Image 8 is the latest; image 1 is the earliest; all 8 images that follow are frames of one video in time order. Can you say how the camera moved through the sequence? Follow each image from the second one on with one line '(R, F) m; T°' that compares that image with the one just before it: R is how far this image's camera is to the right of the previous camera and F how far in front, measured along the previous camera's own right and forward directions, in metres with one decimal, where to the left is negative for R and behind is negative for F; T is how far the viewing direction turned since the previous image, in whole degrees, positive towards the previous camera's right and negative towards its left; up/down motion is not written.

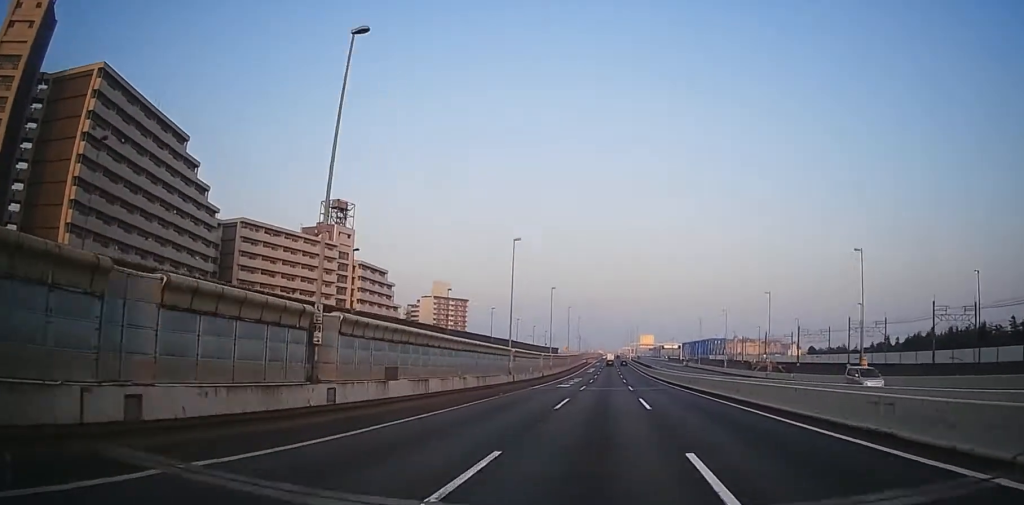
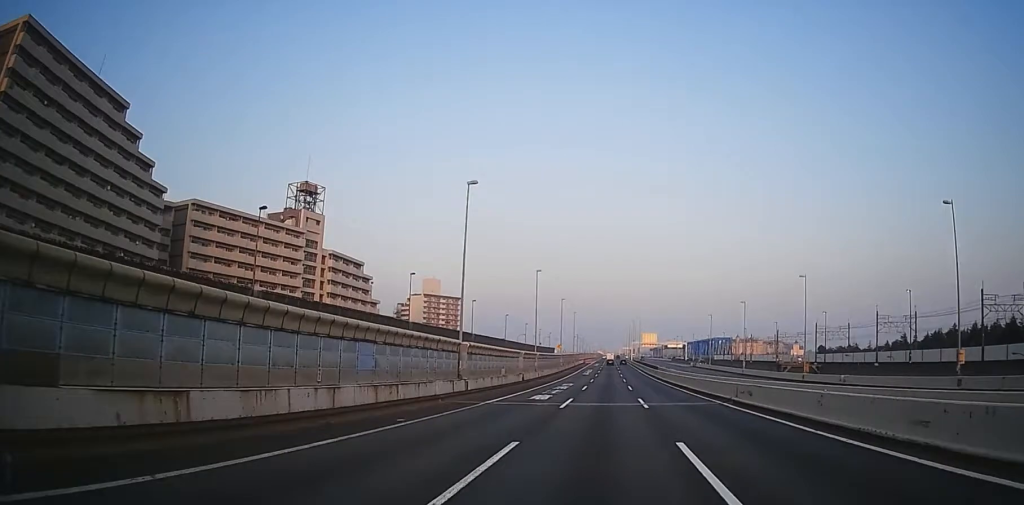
(0.0, +17.7) m; 0°
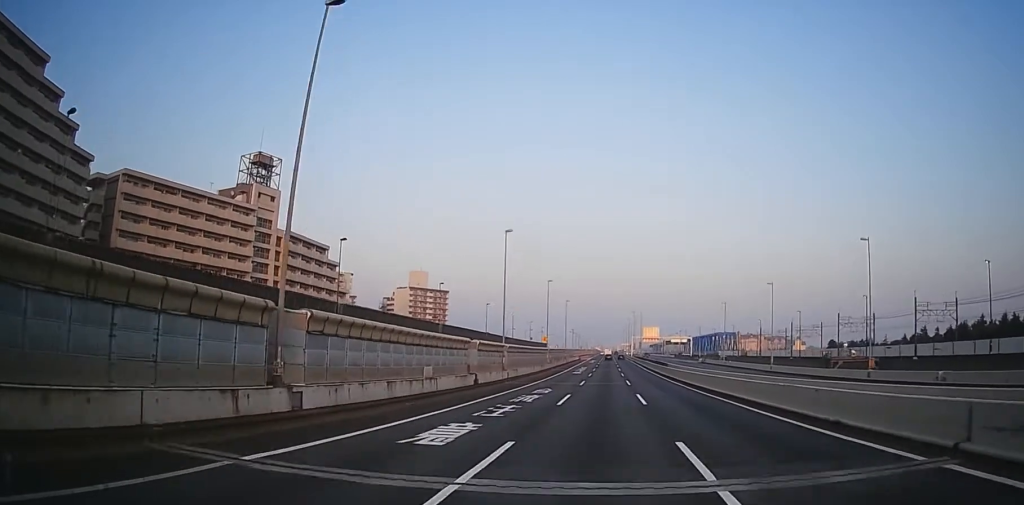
(0.0, +20.4) m; 0°
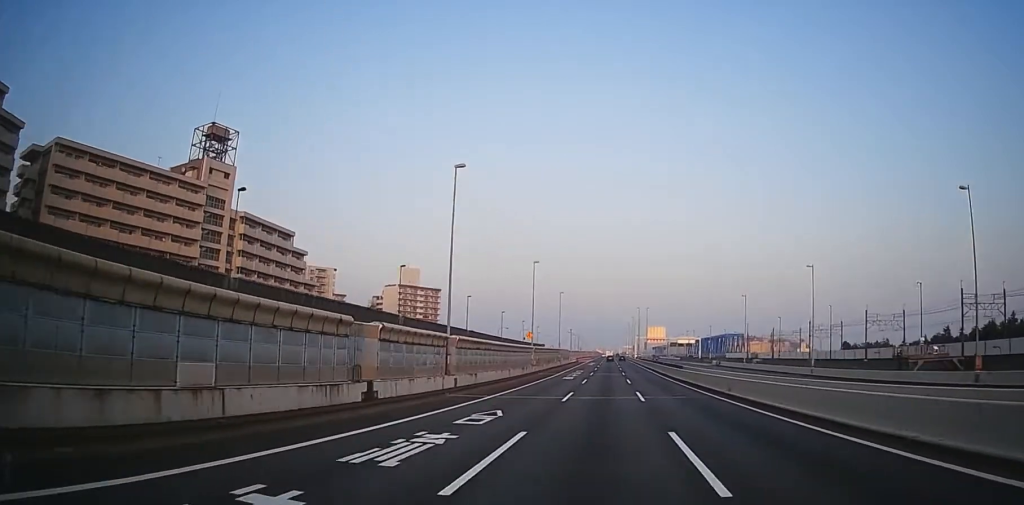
(0.0, +17.0) m; 0°
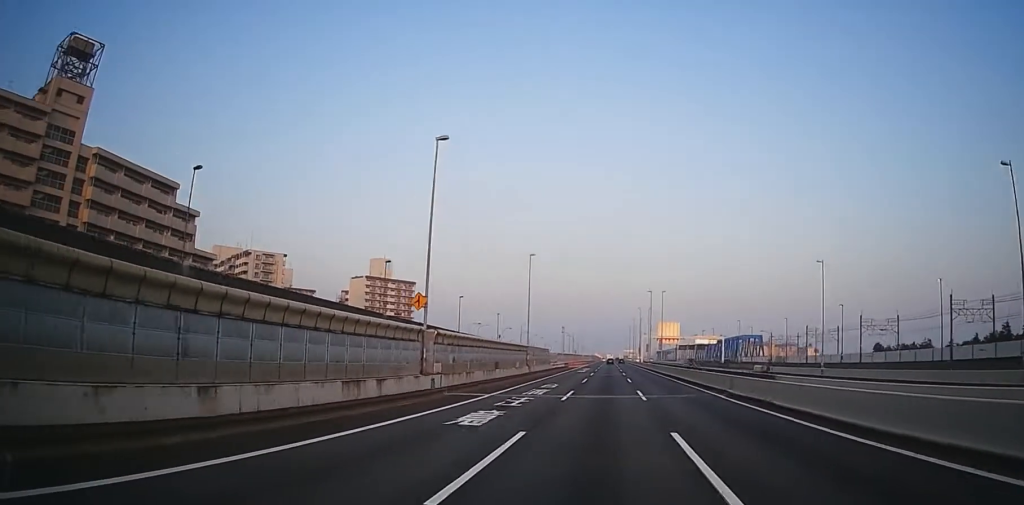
(0.0, +40.7) m; 0°
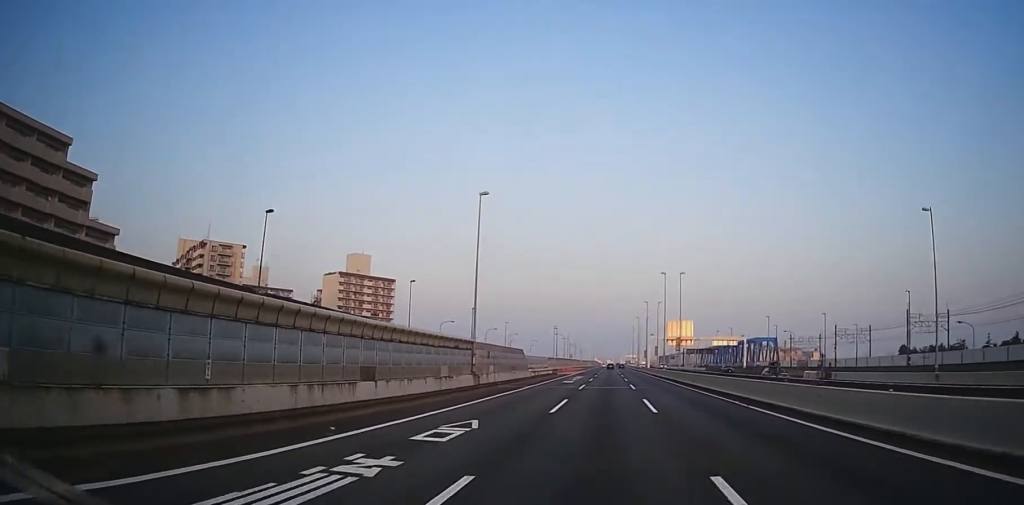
(0.0, +25.5) m; 0°
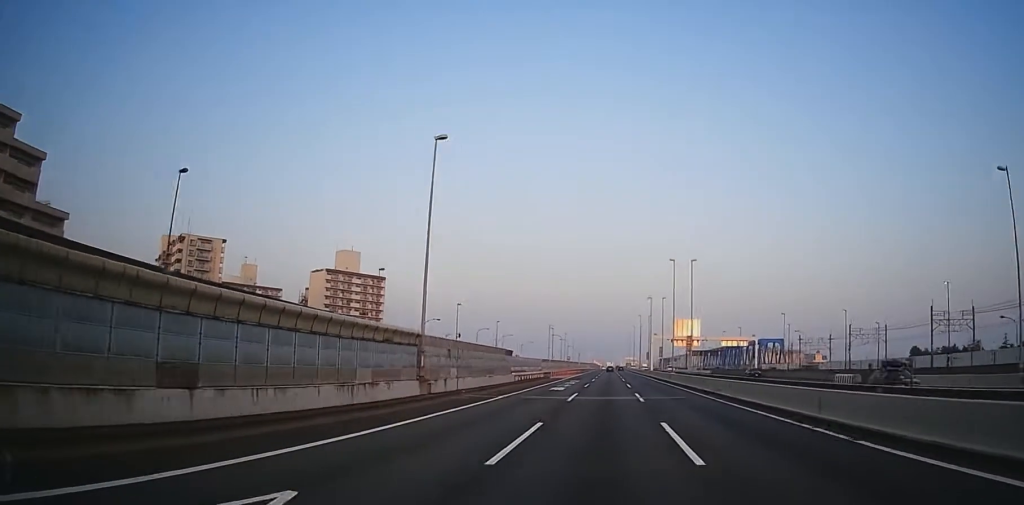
(0.0, +11.0) m; 0°
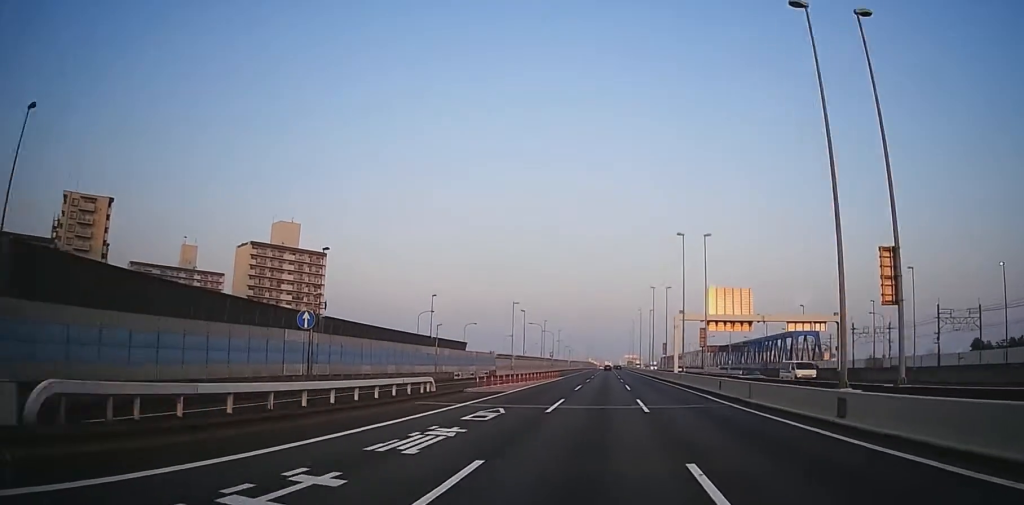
(-0.1, +46.9) m; +2°
